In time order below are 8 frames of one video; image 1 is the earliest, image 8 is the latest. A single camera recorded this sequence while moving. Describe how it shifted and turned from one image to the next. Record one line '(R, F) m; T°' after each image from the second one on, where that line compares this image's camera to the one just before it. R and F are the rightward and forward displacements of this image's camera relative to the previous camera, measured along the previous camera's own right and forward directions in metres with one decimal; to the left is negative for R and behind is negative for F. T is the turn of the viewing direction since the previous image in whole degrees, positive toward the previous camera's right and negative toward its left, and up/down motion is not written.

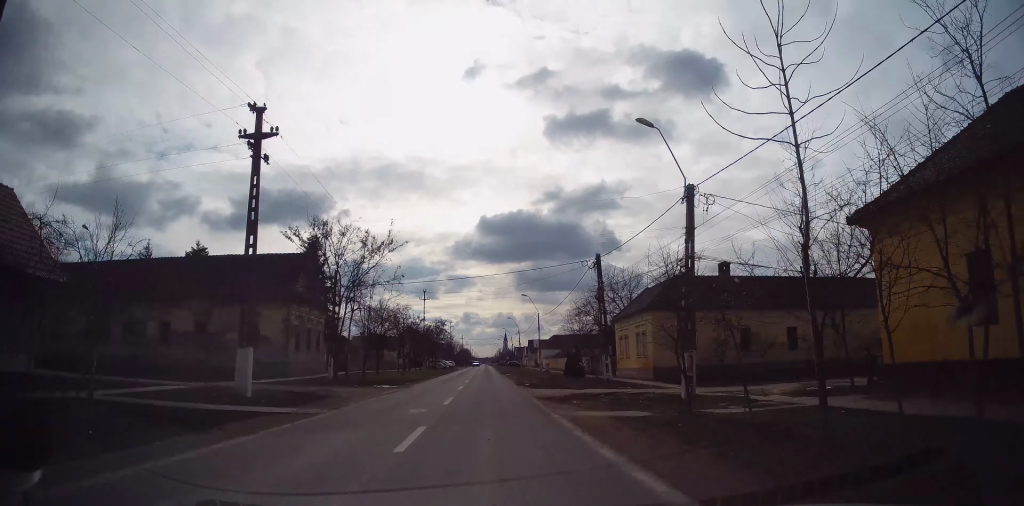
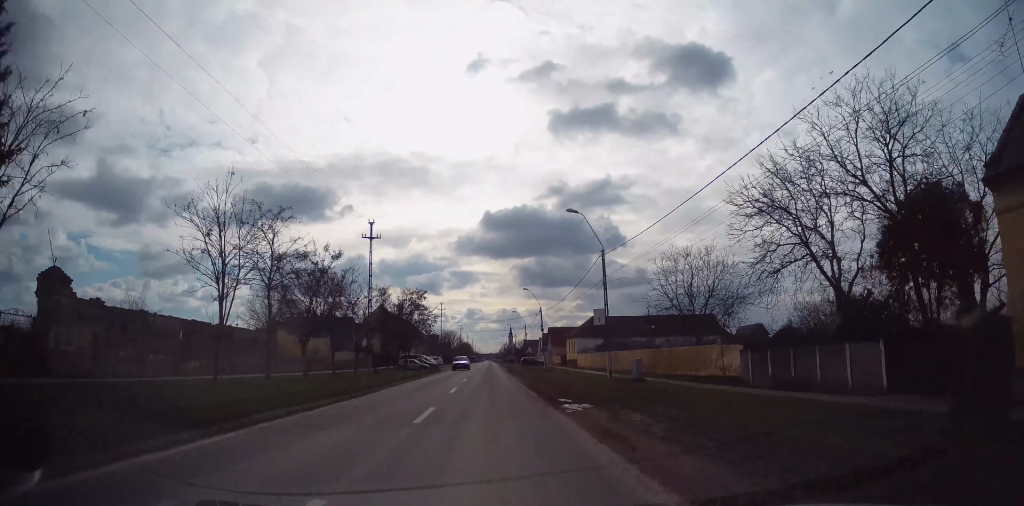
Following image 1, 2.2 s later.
(+0.2, +40.9) m; 0°
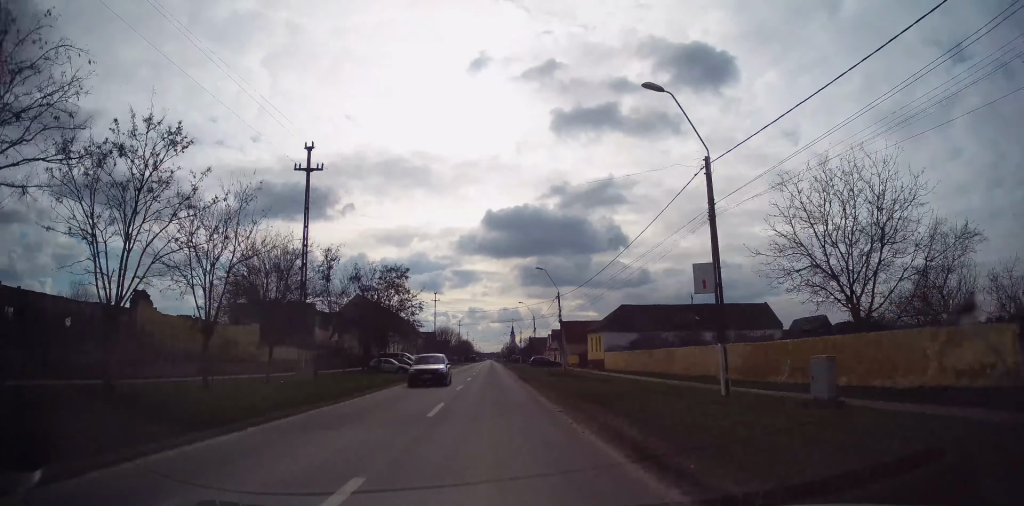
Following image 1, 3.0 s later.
(0.0, +16.2) m; 0°
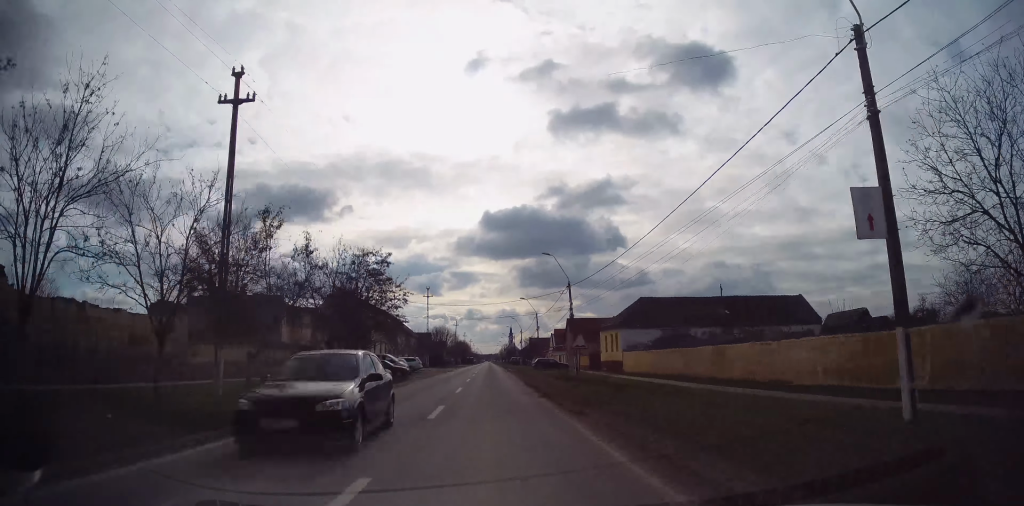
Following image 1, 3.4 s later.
(0.0, +8.5) m; 0°
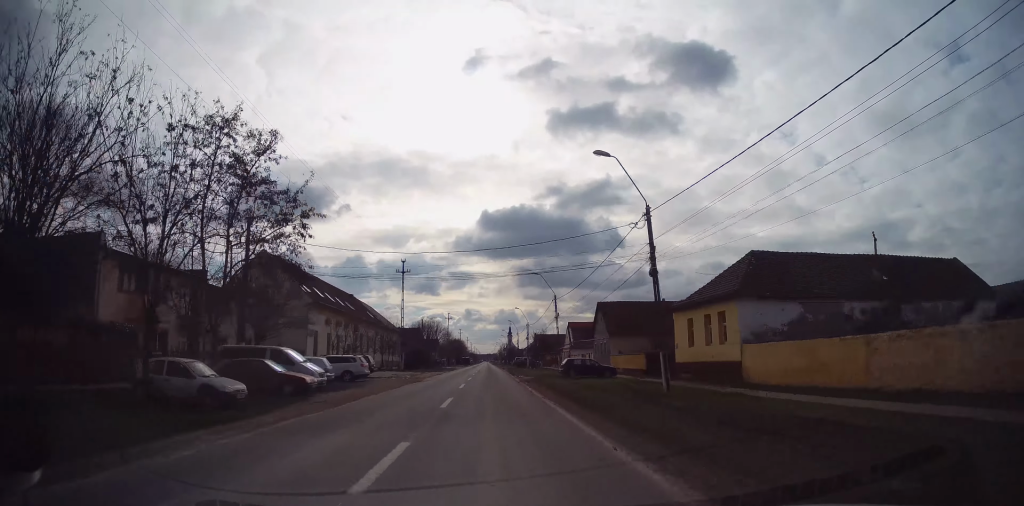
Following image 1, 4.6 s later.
(-0.1, +23.6) m; -1°
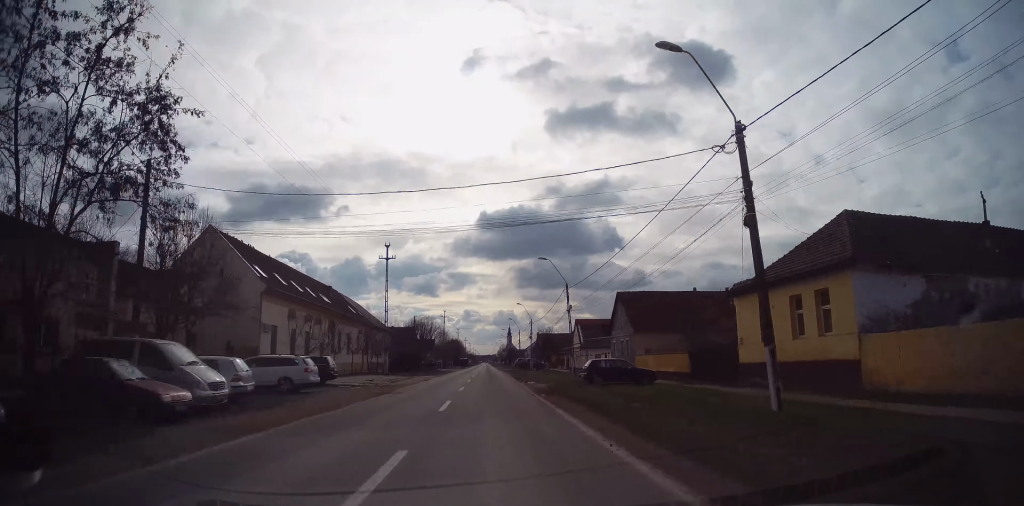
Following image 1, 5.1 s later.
(-0.1, +9.2) m; 0°
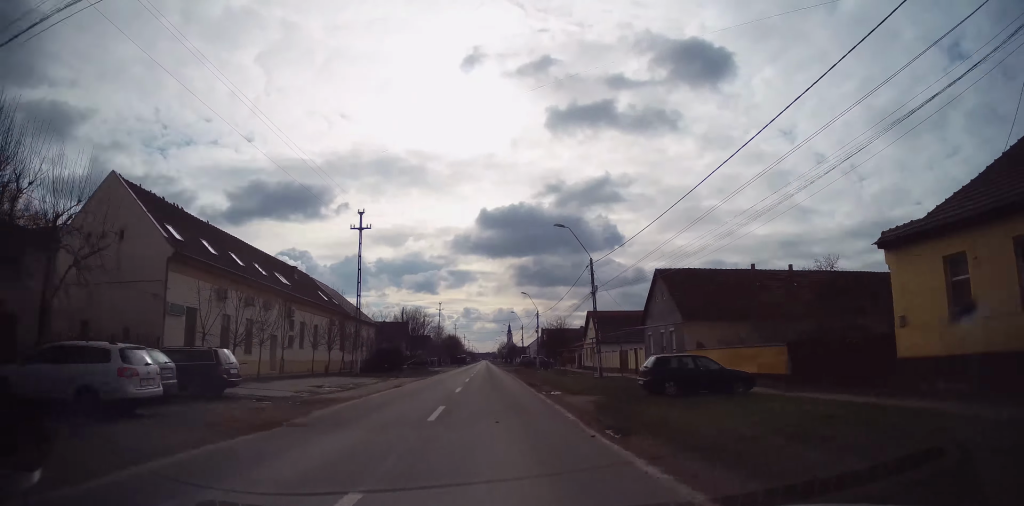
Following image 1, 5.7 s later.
(-0.1, +11.2) m; 0°
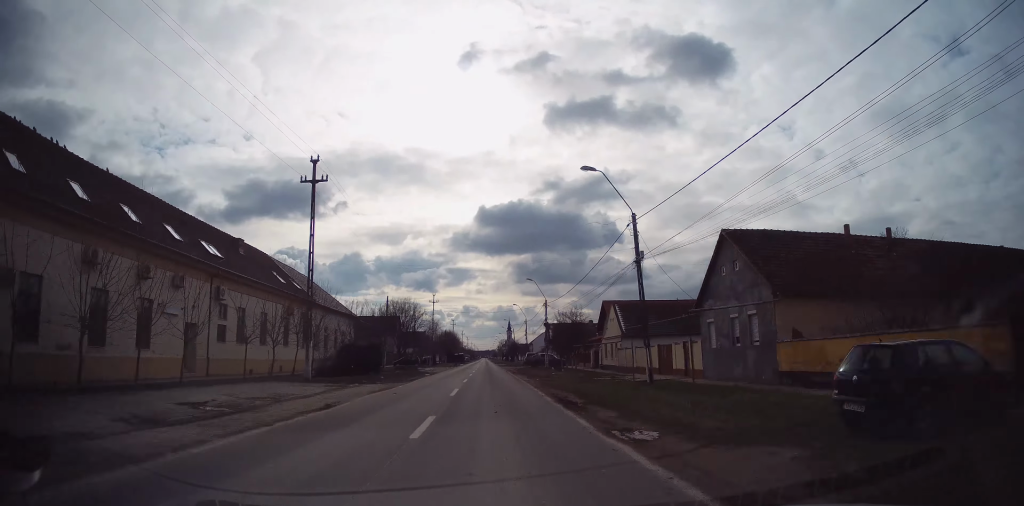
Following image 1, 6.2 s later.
(+0.1, +11.2) m; +1°
